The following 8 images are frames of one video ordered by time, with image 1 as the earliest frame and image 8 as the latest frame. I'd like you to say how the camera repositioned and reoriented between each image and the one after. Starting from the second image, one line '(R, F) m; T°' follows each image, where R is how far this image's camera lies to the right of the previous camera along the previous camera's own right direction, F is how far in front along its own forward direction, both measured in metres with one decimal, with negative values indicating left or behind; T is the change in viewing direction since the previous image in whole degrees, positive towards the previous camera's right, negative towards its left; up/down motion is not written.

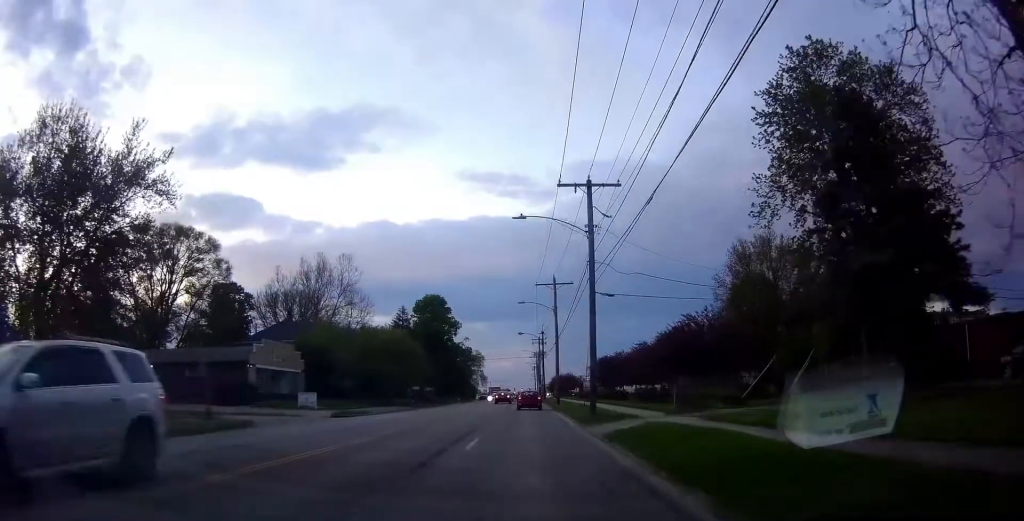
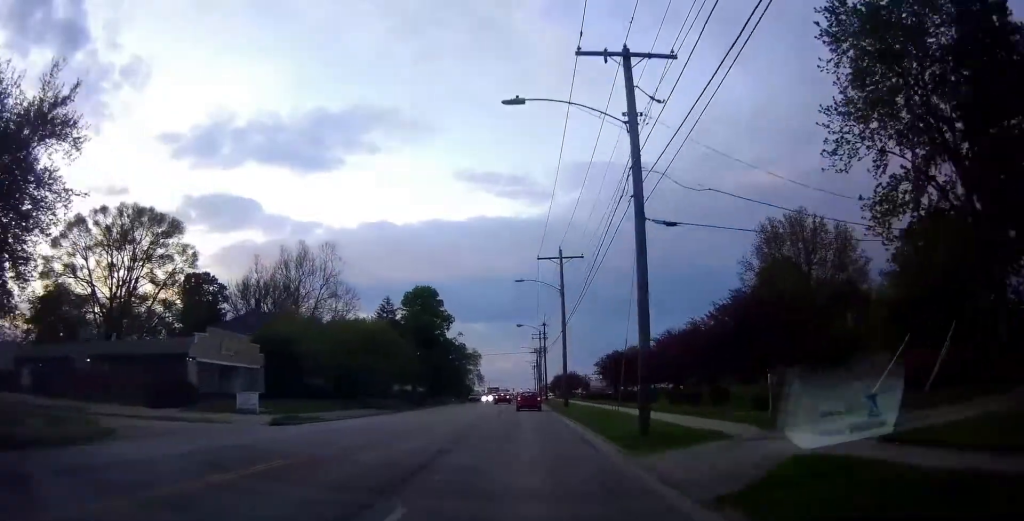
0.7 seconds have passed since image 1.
(0.0, +9.5) m; 0°
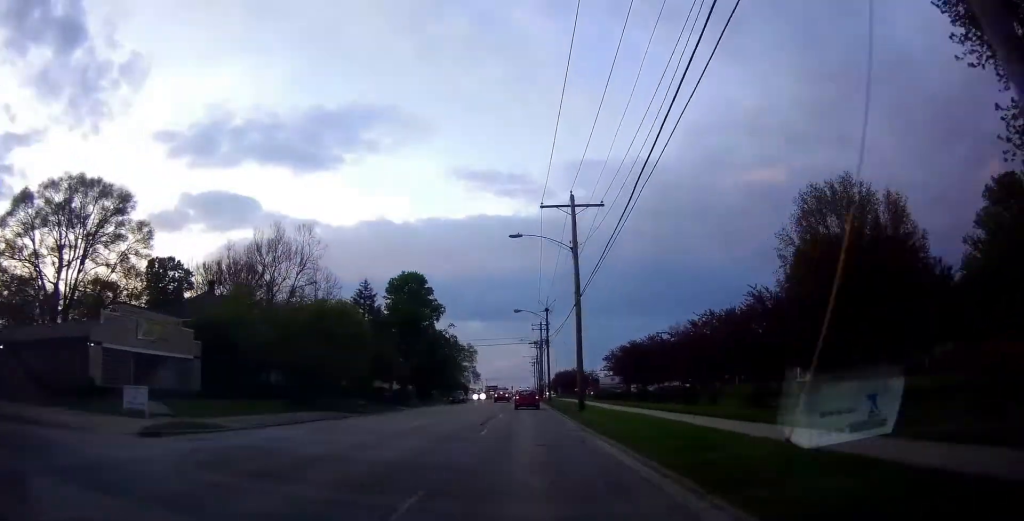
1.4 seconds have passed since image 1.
(0.0, +10.4) m; 0°
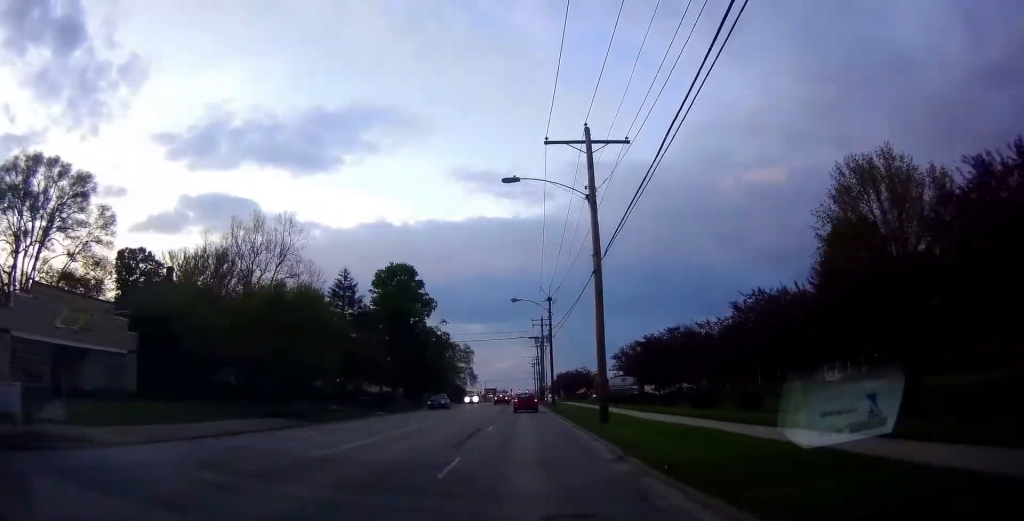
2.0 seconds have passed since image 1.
(0.0, +8.0) m; 0°
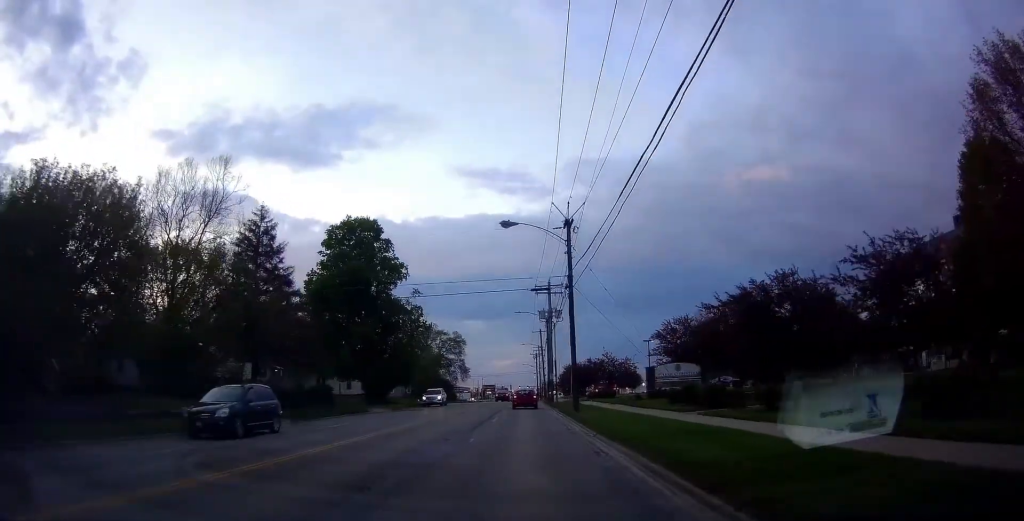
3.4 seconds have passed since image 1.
(0.0, +20.4) m; 0°
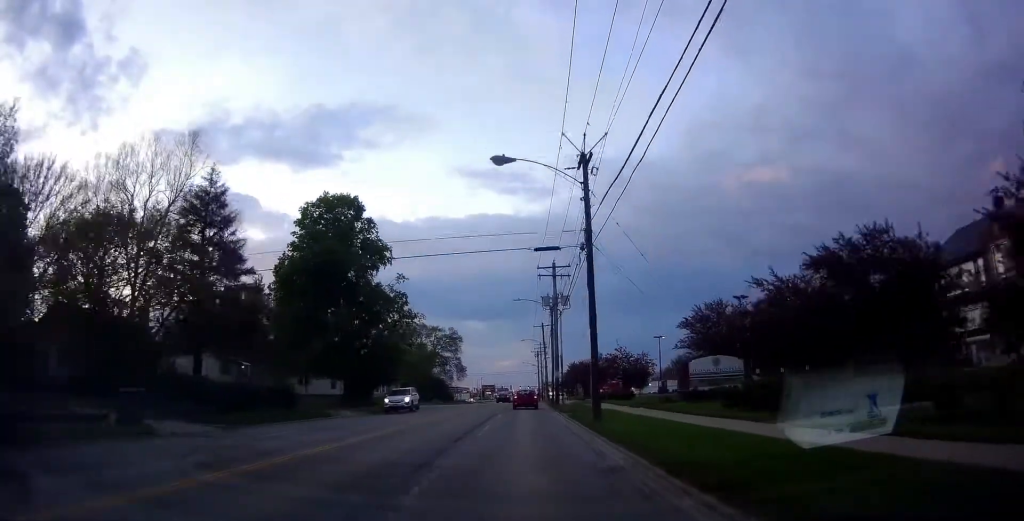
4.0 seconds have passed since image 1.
(0.0, +8.2) m; -1°
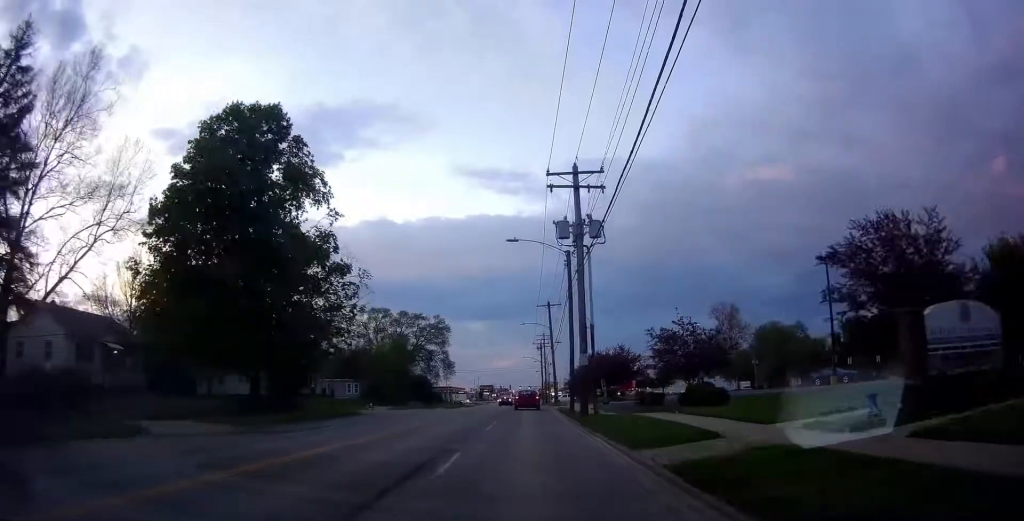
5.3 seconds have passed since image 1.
(-0.8, +19.2) m; -2°
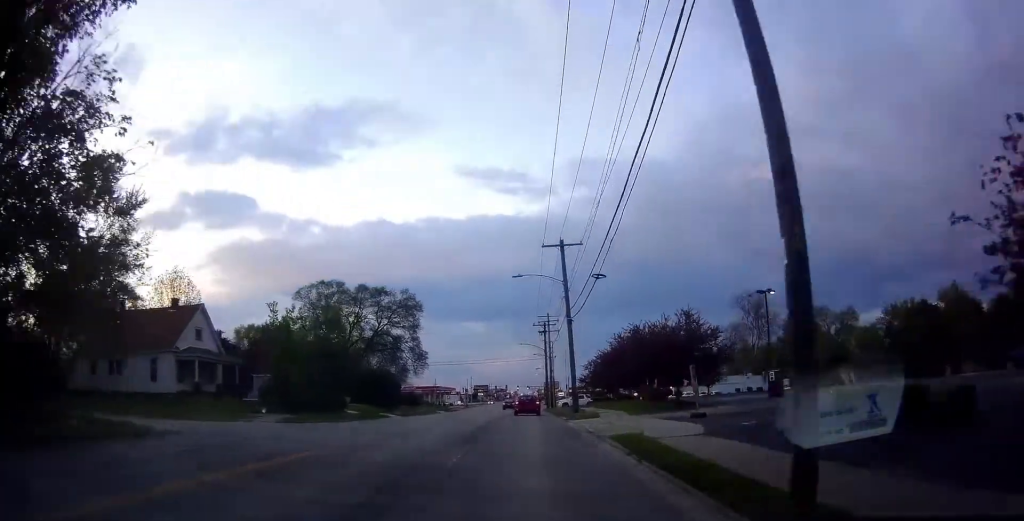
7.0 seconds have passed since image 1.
(+1.0, +24.3) m; +3°
